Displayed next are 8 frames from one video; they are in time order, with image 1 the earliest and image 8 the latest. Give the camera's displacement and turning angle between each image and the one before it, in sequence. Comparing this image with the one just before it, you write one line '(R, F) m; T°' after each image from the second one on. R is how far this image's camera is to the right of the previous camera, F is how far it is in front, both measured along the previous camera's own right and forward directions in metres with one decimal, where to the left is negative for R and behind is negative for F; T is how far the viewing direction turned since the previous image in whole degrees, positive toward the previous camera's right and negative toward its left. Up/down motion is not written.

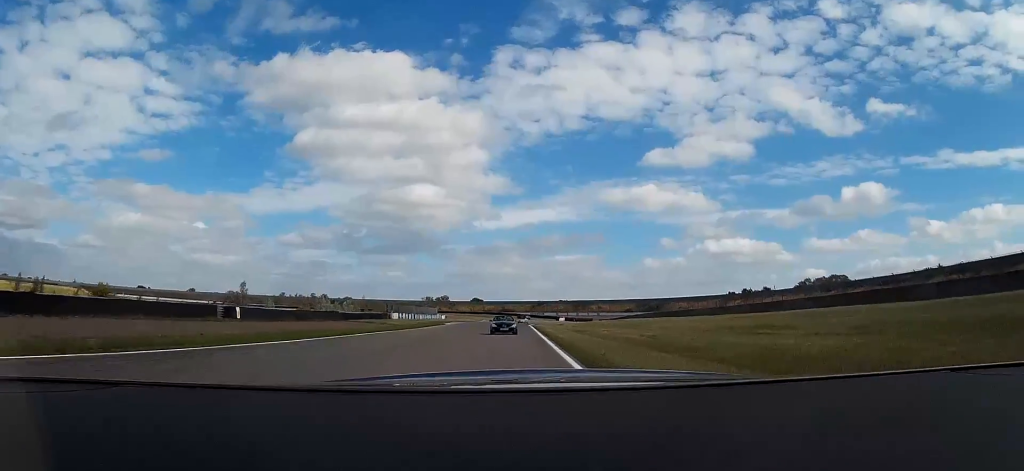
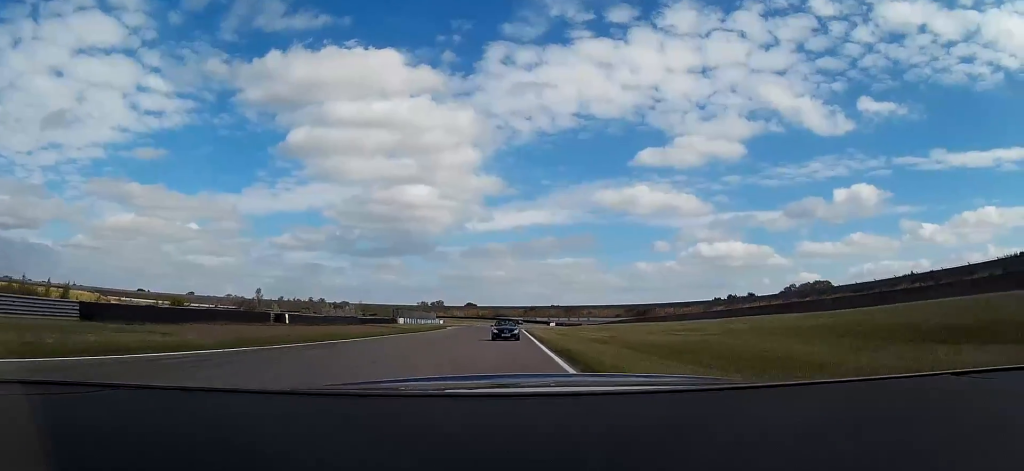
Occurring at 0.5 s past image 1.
(+0.2, +11.7) m; +4°
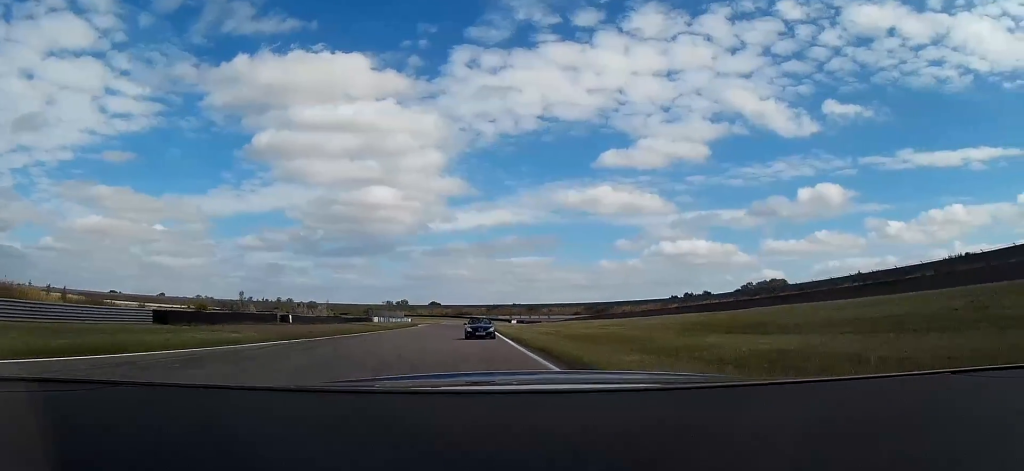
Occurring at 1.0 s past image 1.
(-0.3, +12.6) m; +6°
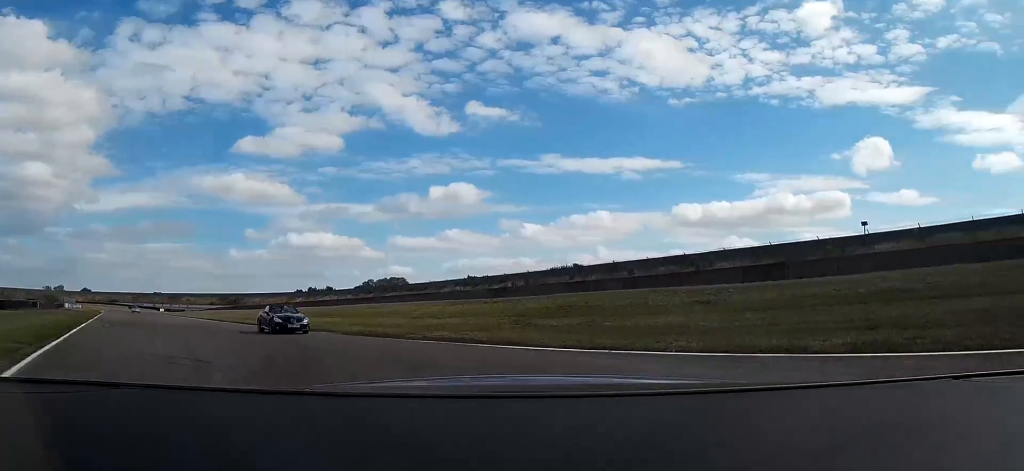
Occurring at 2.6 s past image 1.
(+8.3, +25.5) m; +38°
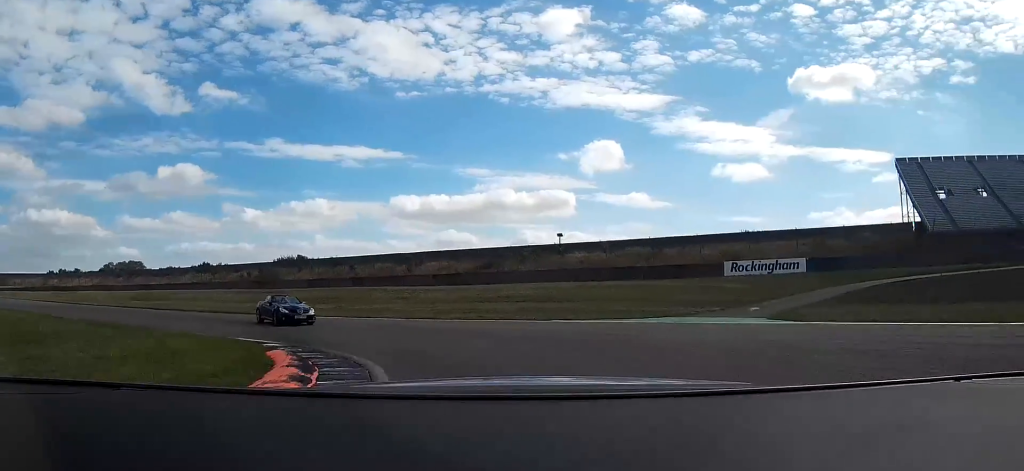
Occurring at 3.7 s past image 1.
(+4.3, +17.4) m; +24°
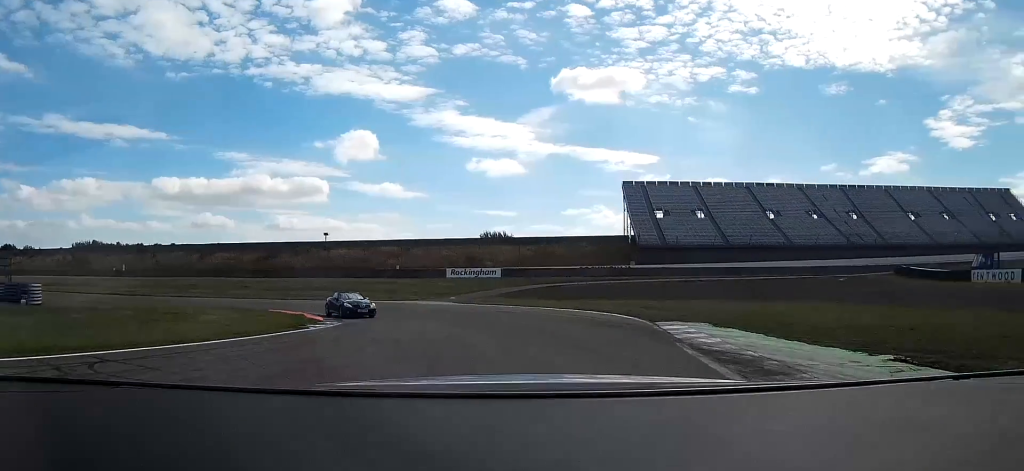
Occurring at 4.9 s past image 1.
(+4.5, +24.9) m; +17°
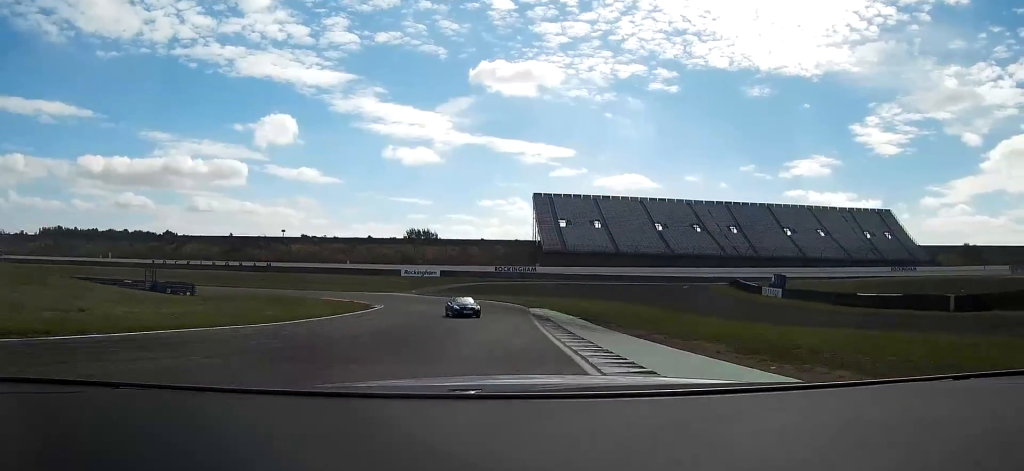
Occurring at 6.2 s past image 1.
(+2.4, +29.2) m; +6°
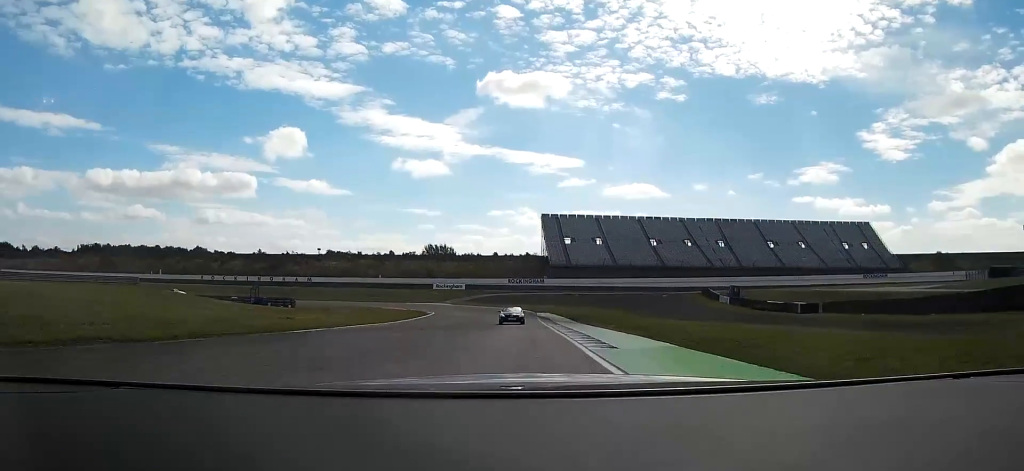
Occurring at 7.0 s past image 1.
(0.0, +22.2) m; 0°
